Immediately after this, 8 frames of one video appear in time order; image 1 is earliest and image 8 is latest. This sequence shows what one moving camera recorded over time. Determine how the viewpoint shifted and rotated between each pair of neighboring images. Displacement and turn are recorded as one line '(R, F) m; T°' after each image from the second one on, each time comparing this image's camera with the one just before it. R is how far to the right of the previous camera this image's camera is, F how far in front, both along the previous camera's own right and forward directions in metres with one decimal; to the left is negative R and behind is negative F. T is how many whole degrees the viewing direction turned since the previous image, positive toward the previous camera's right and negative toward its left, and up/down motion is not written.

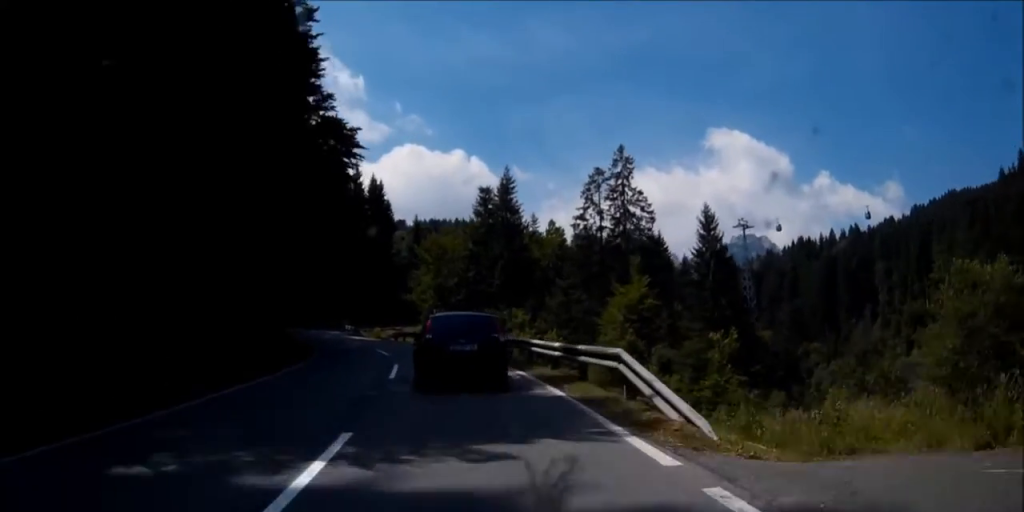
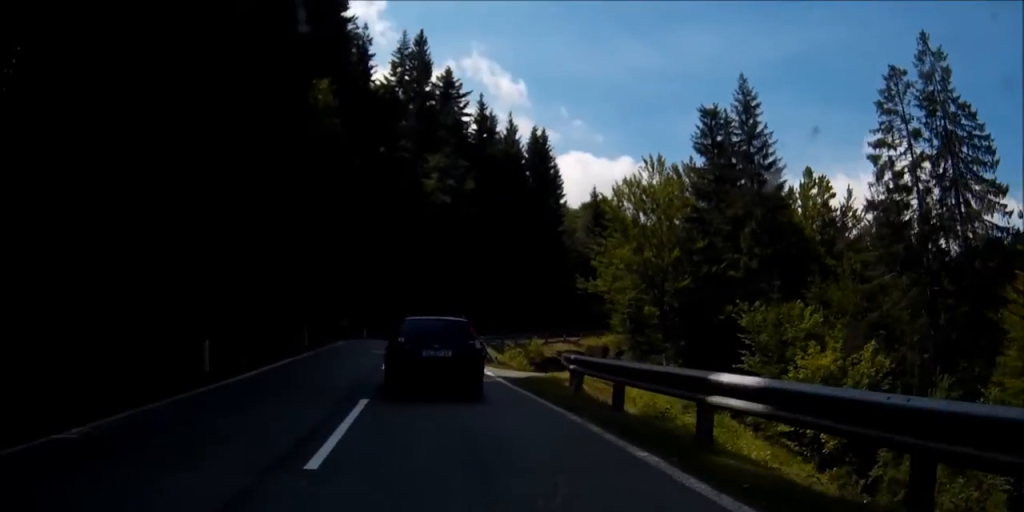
(-6.4, +42.8) m; -14°
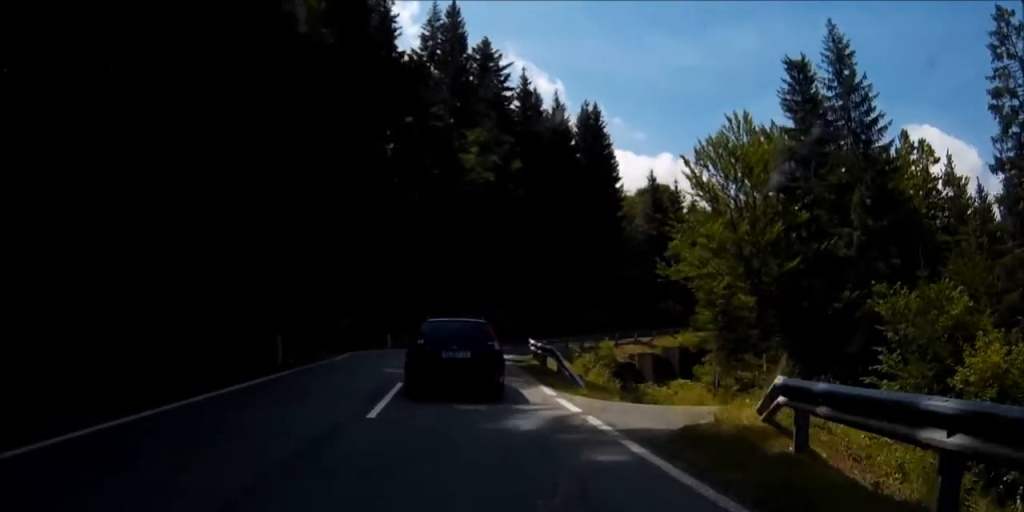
(-0.2, +12.8) m; -1°
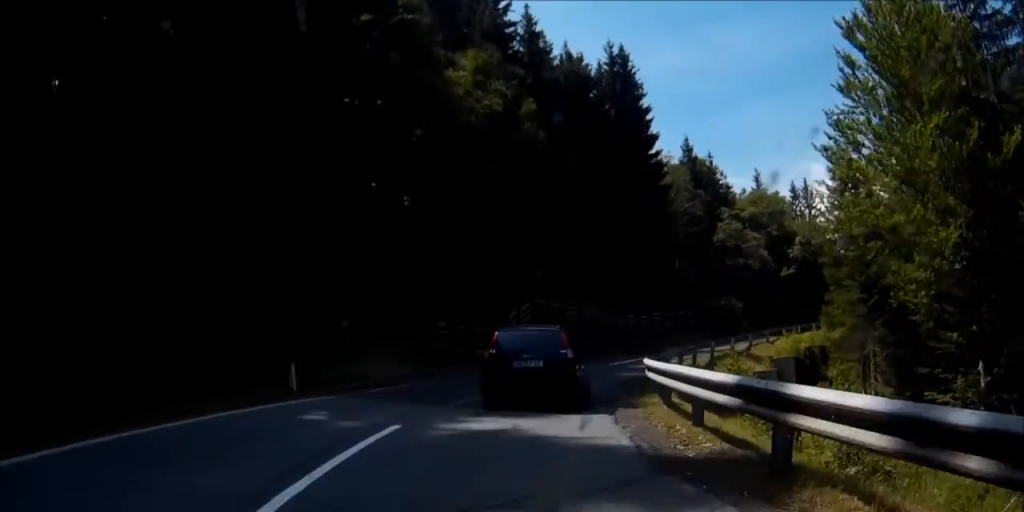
(0.0, +24.9) m; +6°
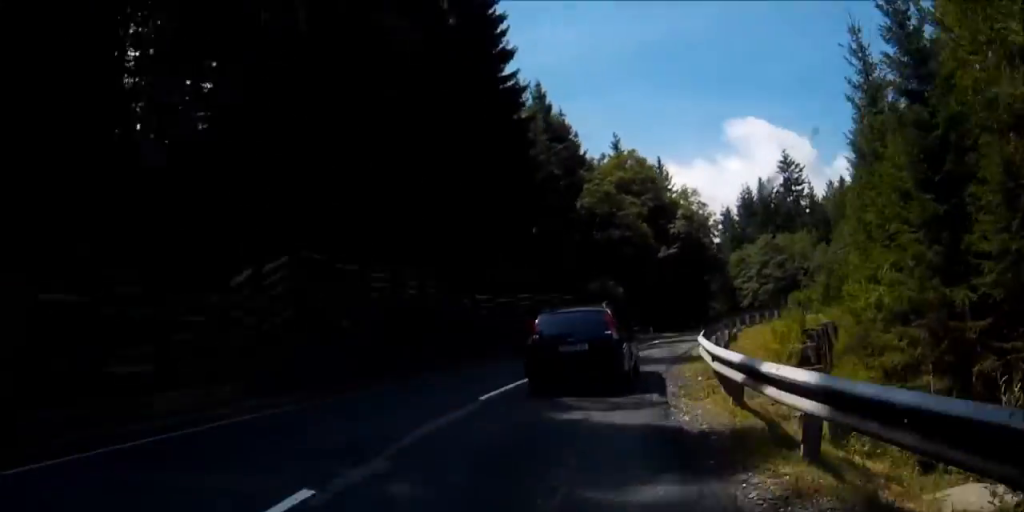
(+2.3, +21.0) m; +19°
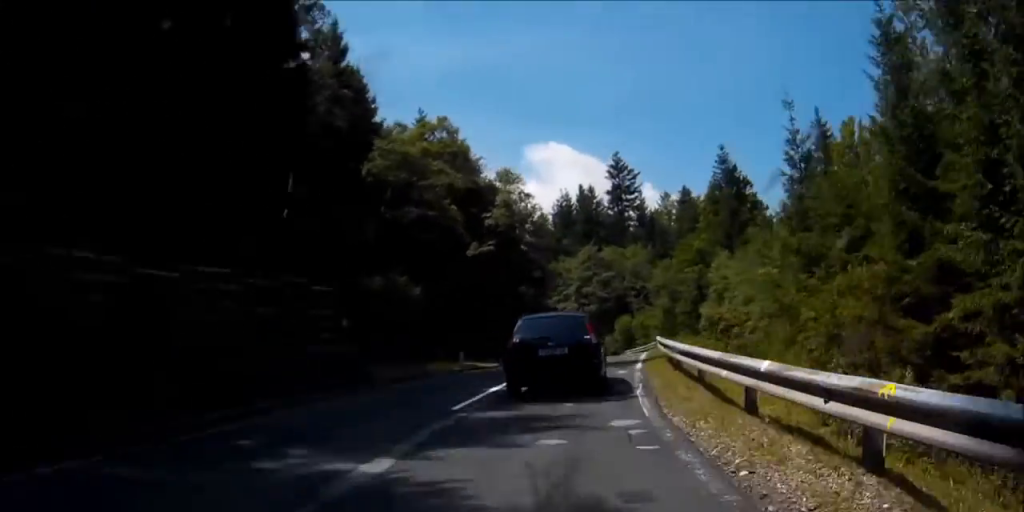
(+3.5, +18.0) m; +17°
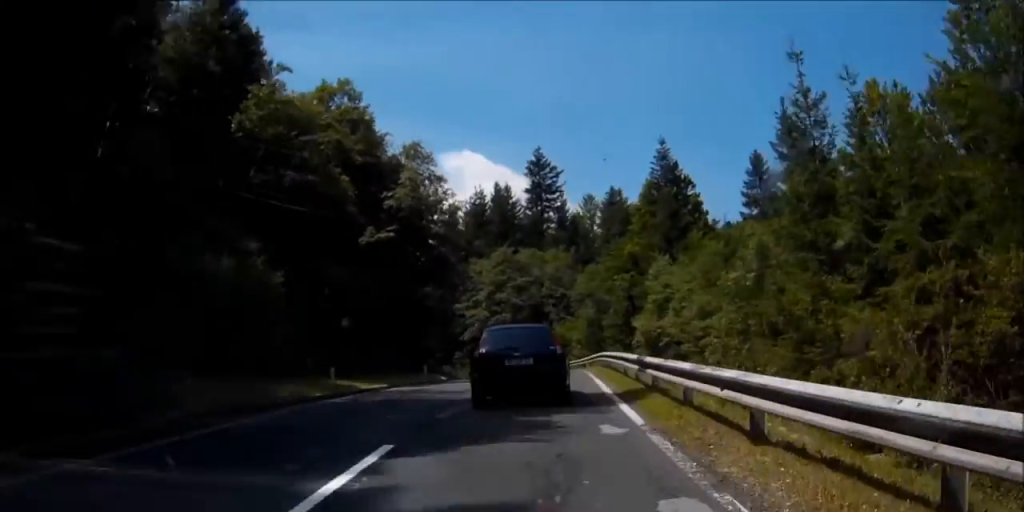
(+1.0, +10.1) m; +6°
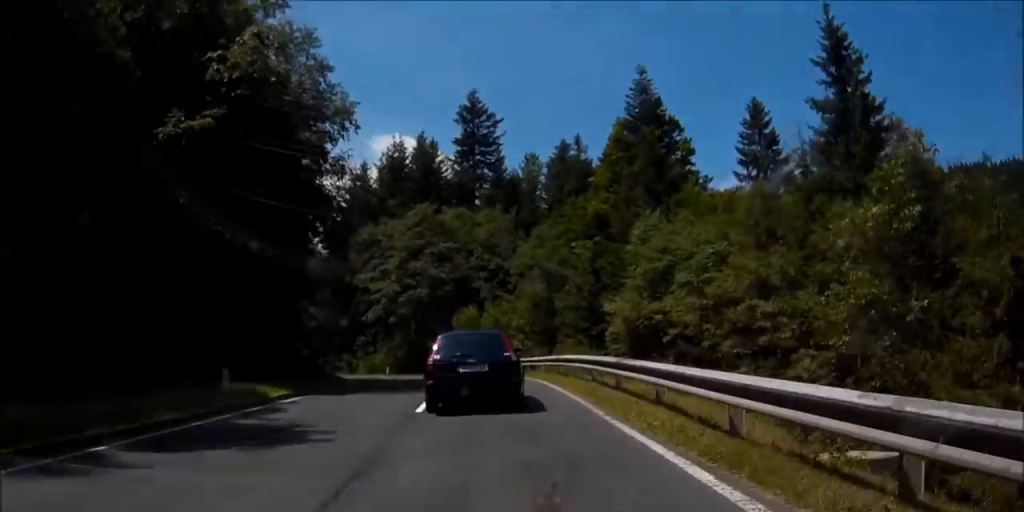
(+0.9, +18.5) m; 0°
